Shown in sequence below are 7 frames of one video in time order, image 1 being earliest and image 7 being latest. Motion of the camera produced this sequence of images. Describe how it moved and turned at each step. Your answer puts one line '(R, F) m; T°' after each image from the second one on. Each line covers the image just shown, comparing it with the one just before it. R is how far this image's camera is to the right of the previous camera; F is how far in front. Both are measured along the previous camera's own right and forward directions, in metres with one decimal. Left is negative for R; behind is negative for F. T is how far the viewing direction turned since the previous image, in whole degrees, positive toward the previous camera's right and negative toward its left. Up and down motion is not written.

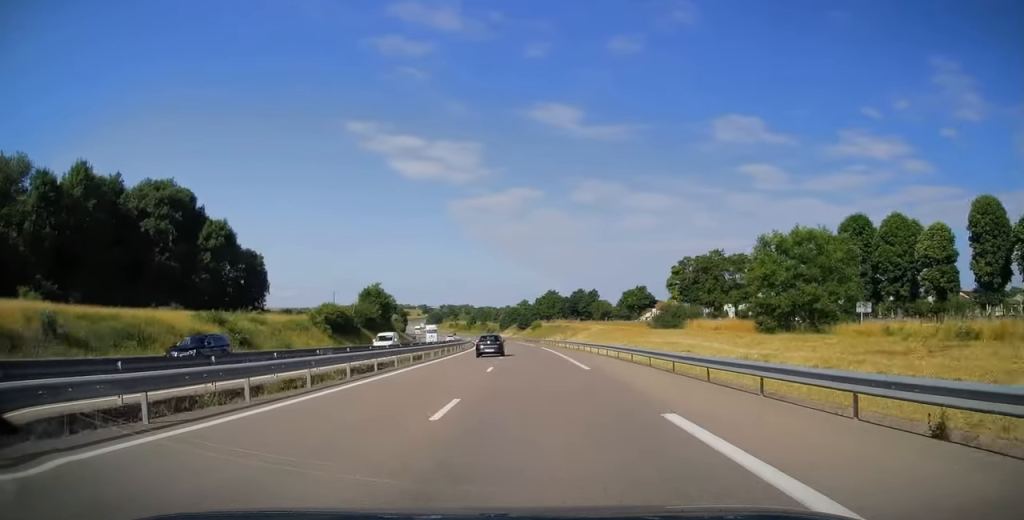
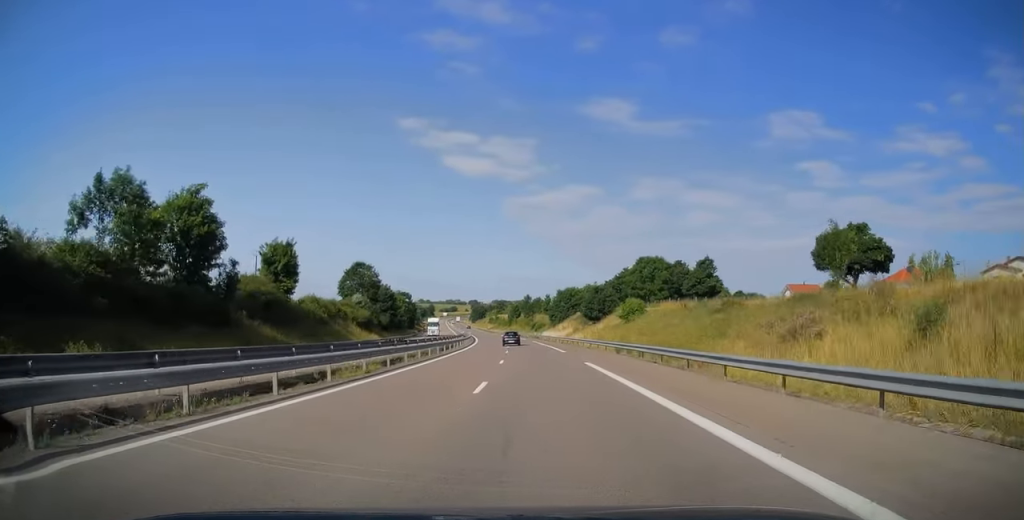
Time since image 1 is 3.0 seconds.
(-5.0, +87.4) m; -5°
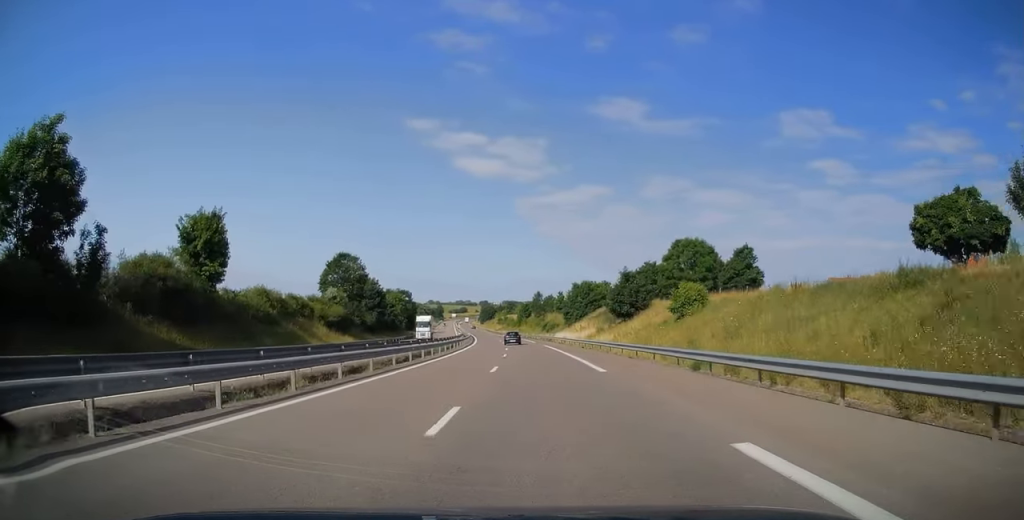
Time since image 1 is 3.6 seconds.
(0.0, +18.7) m; -1°
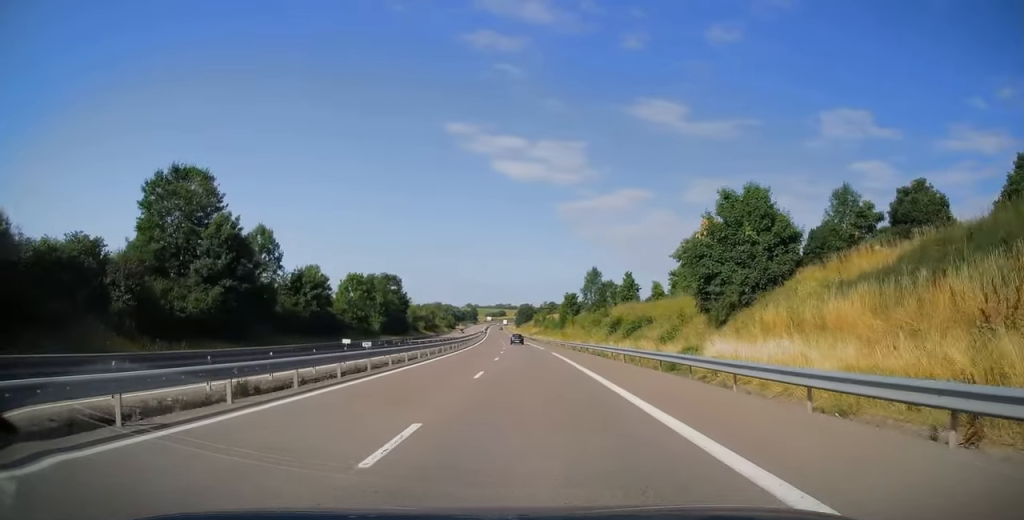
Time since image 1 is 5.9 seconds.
(-2.5, +67.2) m; -4°
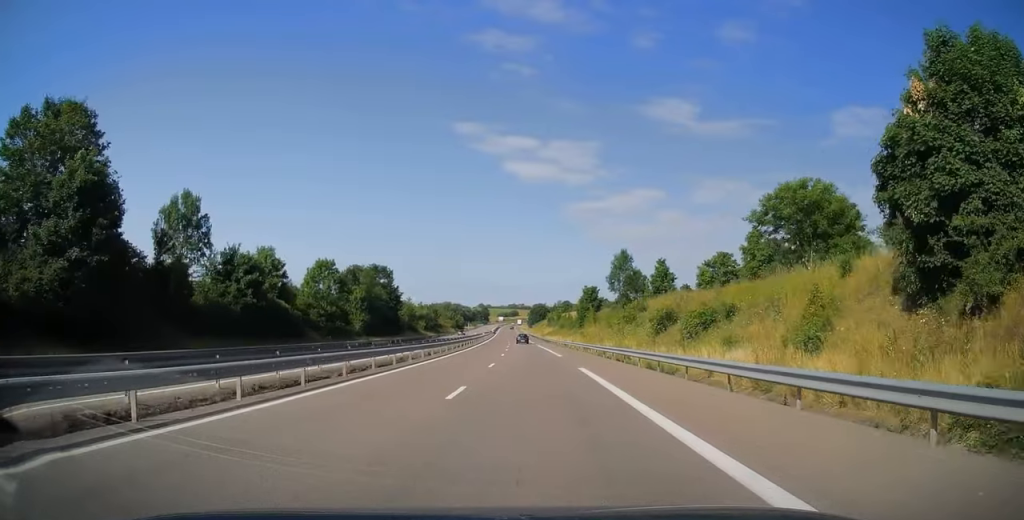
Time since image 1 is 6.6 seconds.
(-0.3, +19.5) m; -1°
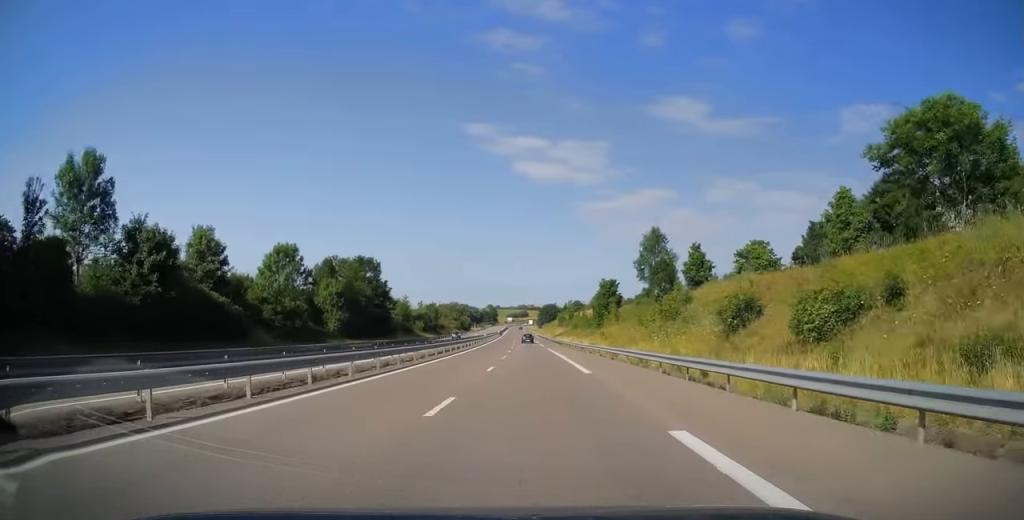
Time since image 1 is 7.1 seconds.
(-0.1, +15.6) m; -1°
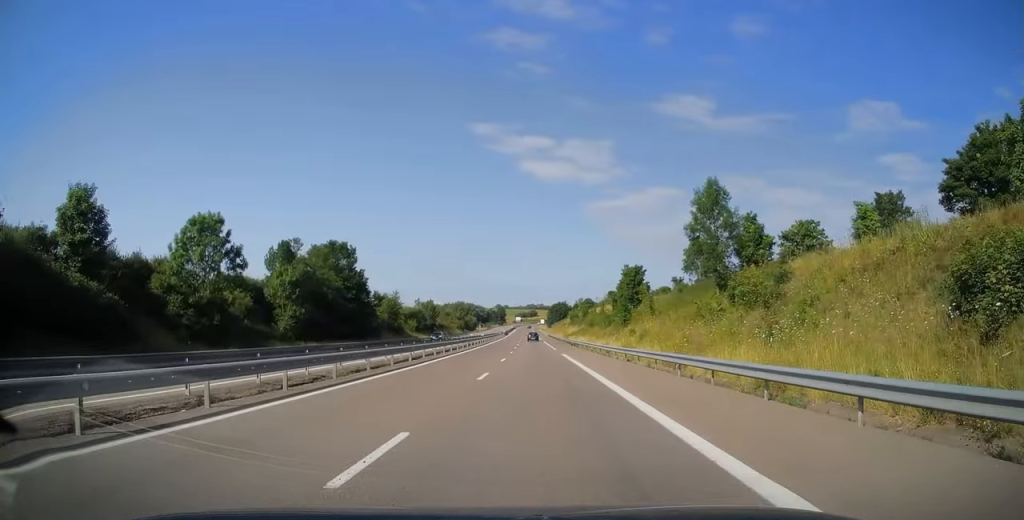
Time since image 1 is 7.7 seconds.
(-0.2, +18.1) m; -1°
